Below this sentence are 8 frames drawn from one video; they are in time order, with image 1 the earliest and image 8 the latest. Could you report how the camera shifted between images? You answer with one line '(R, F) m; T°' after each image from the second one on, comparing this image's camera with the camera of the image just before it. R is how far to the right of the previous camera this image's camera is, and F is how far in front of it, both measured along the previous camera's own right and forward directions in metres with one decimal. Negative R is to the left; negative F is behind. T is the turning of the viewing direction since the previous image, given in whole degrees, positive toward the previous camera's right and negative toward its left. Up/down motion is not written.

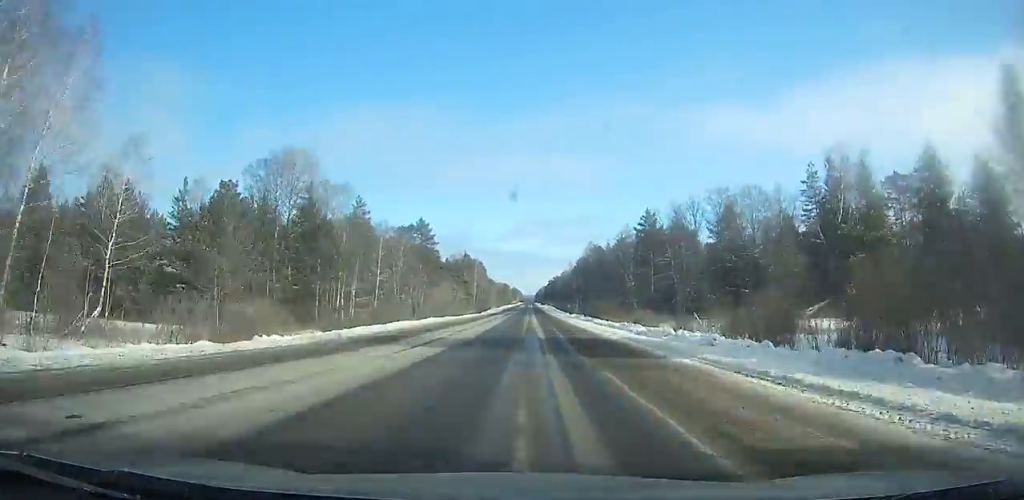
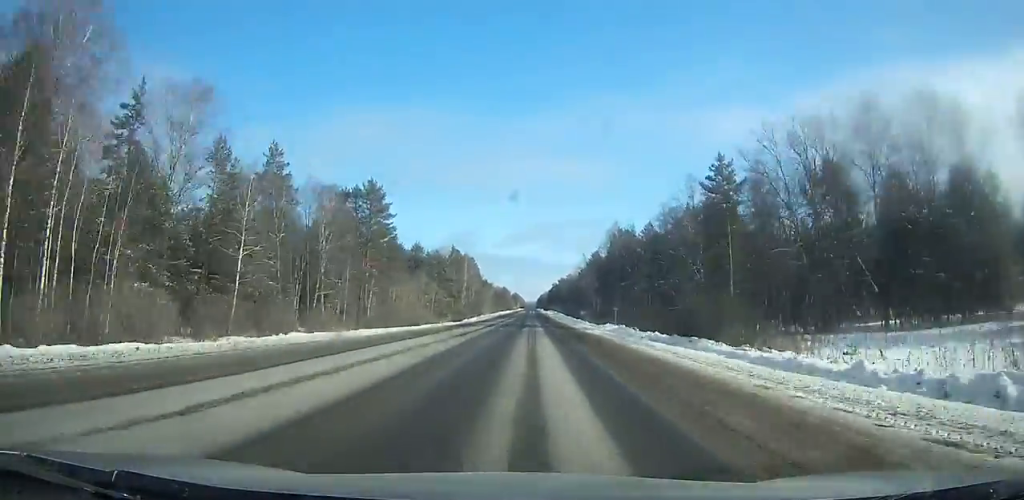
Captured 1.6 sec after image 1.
(-0.1, +44.3) m; 0°
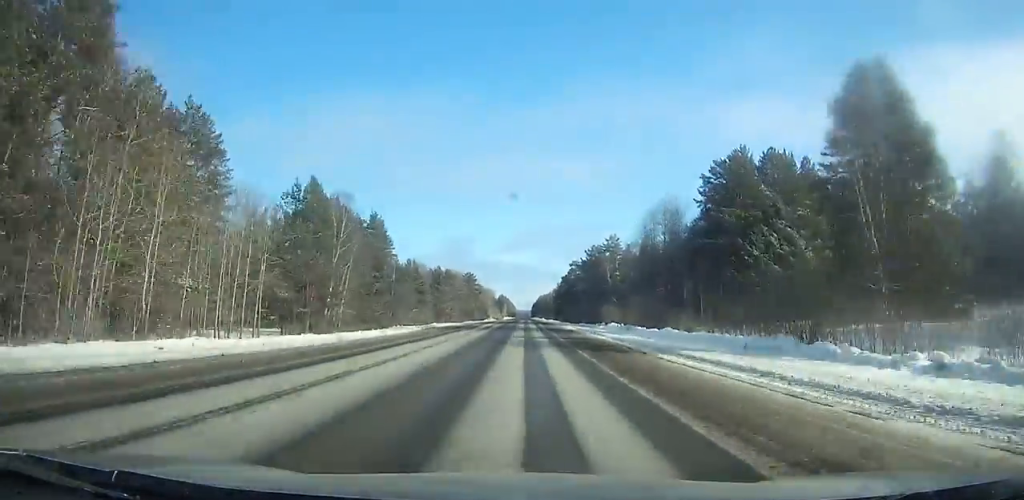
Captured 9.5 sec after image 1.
(-0.5, +217.9) m; 0°
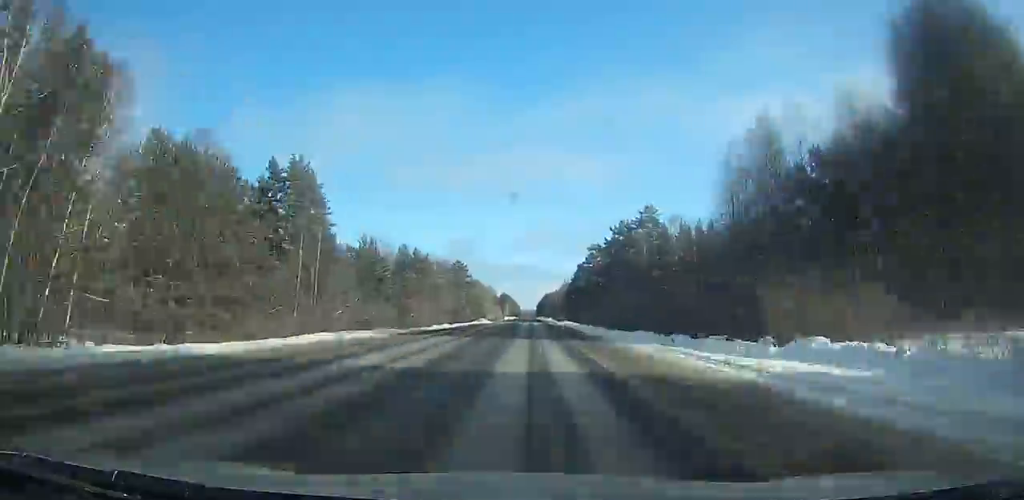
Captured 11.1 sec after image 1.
(+0.1, +43.9) m; 0°
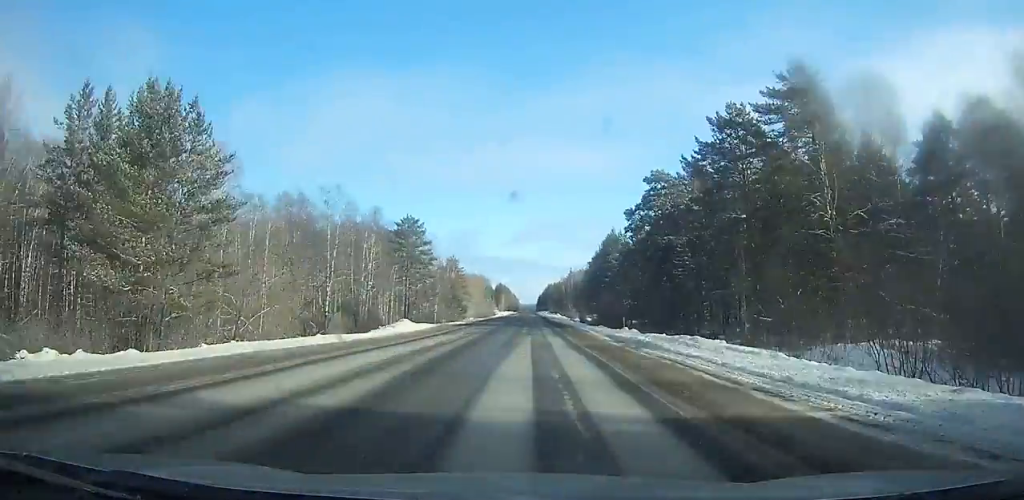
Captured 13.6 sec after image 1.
(+0.1, +68.9) m; 0°
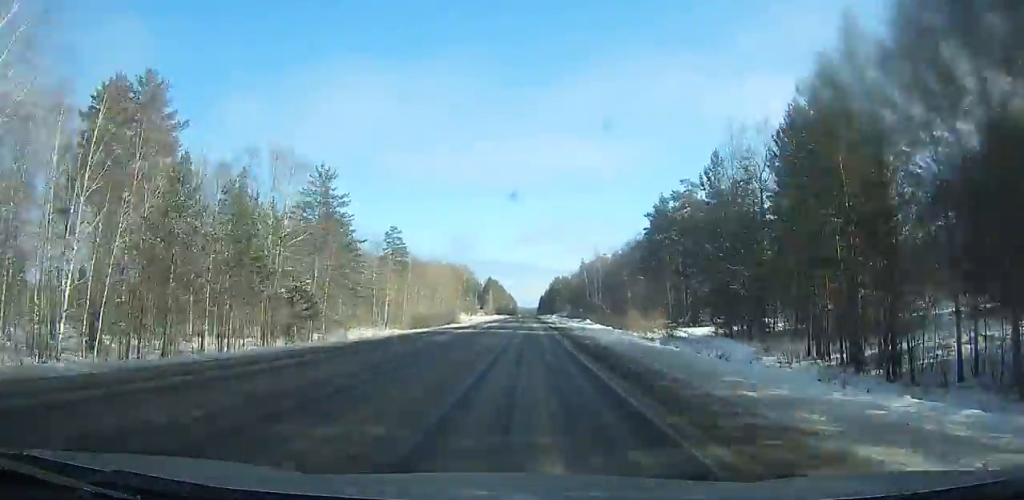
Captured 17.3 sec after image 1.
(+0.3, +102.1) m; 0°
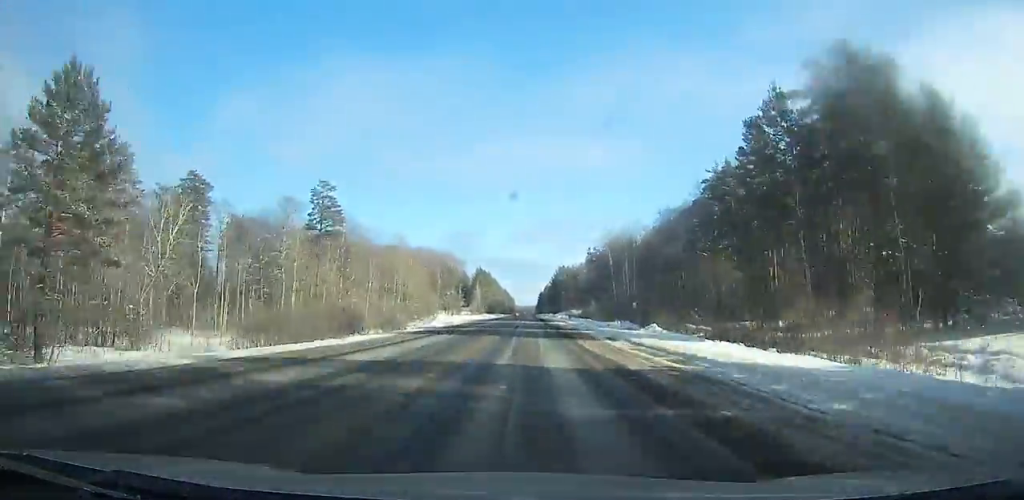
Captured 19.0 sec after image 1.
(0.0, +46.9) m; 0°
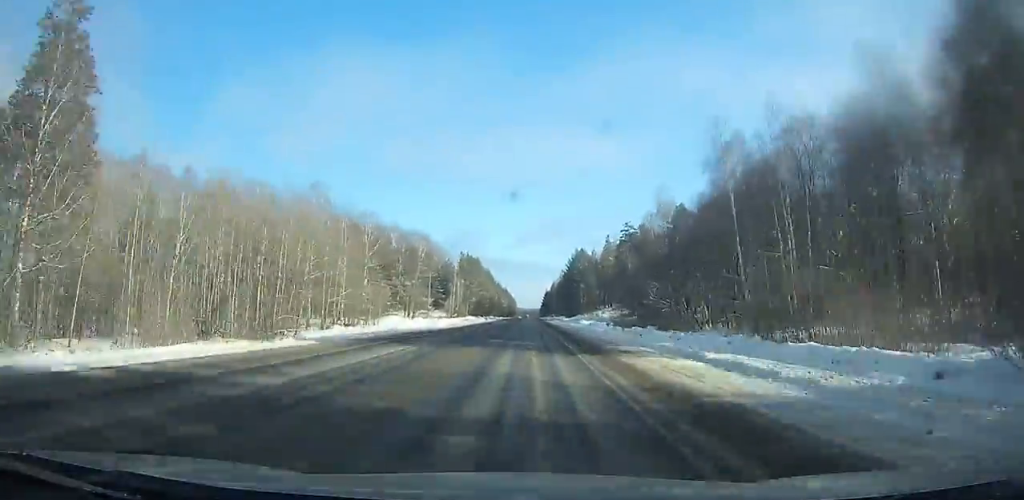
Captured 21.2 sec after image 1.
(0.0, +60.5) m; 0°
